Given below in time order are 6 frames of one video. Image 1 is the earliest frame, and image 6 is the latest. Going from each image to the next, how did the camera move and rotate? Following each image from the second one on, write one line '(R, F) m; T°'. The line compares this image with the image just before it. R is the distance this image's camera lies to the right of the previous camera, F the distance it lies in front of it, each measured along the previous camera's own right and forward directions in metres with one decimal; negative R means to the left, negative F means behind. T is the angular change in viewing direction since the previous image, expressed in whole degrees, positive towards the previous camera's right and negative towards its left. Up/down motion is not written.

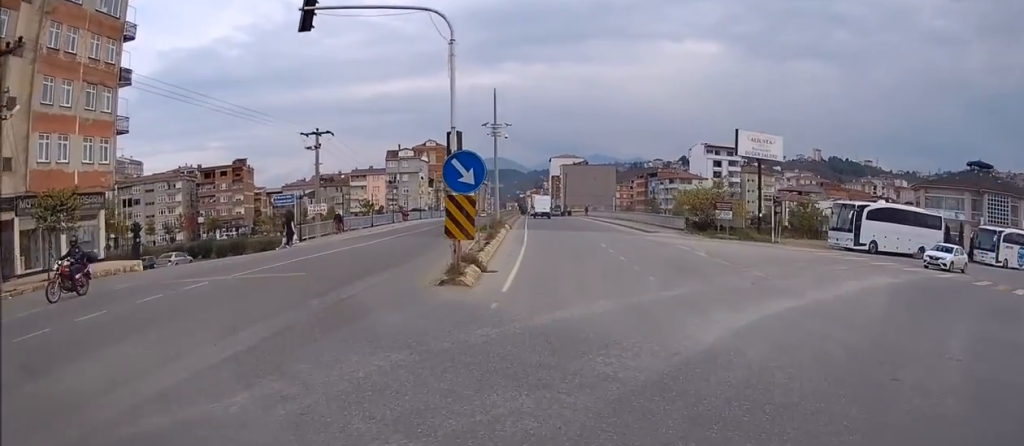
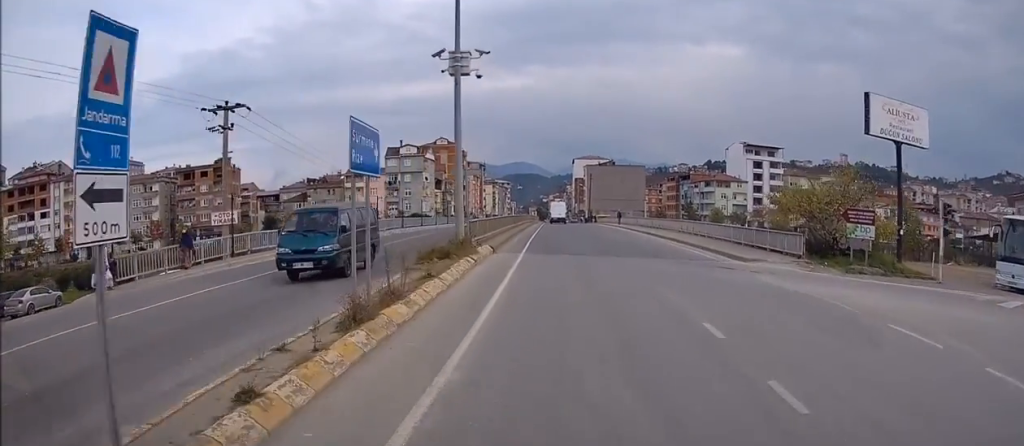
(-0.4, +19.6) m; -2°
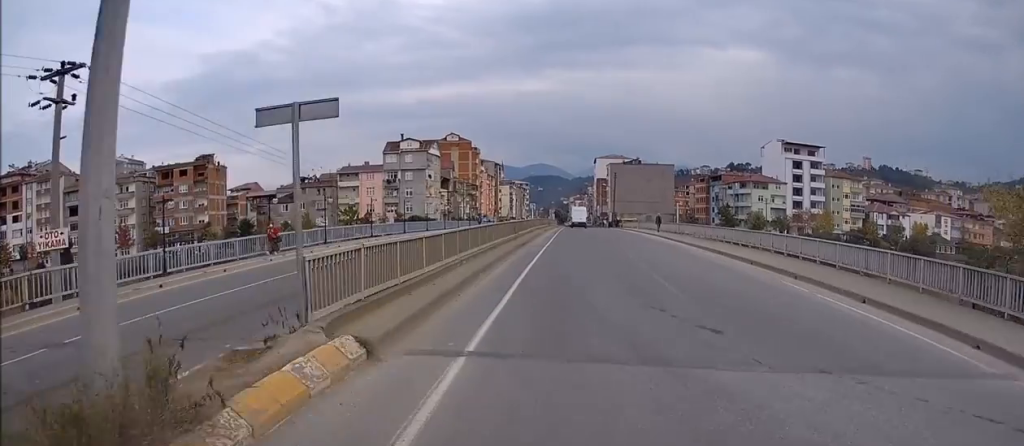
(-0.3, +16.1) m; -2°
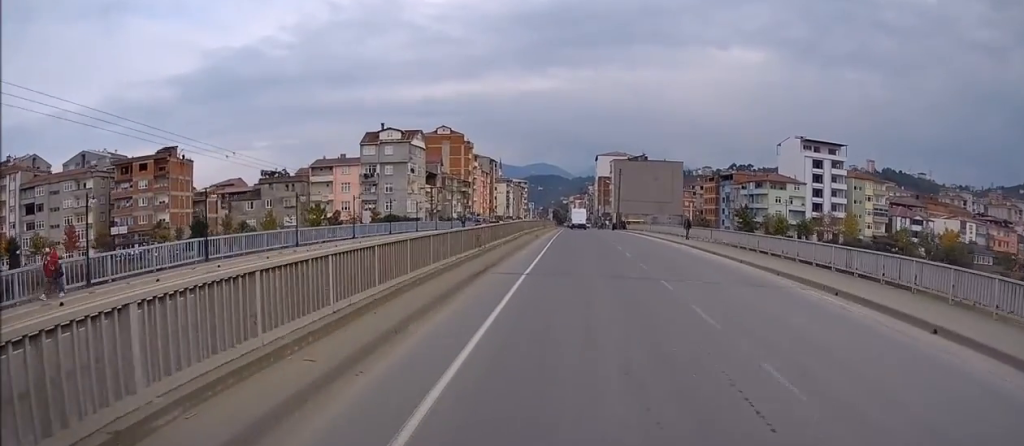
(-0.1, +13.5) m; 0°
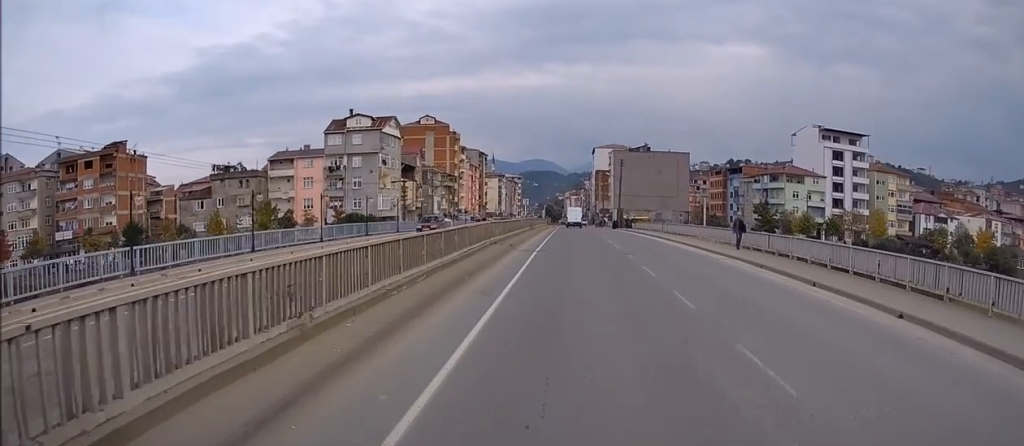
(0.0, +13.9) m; 0°
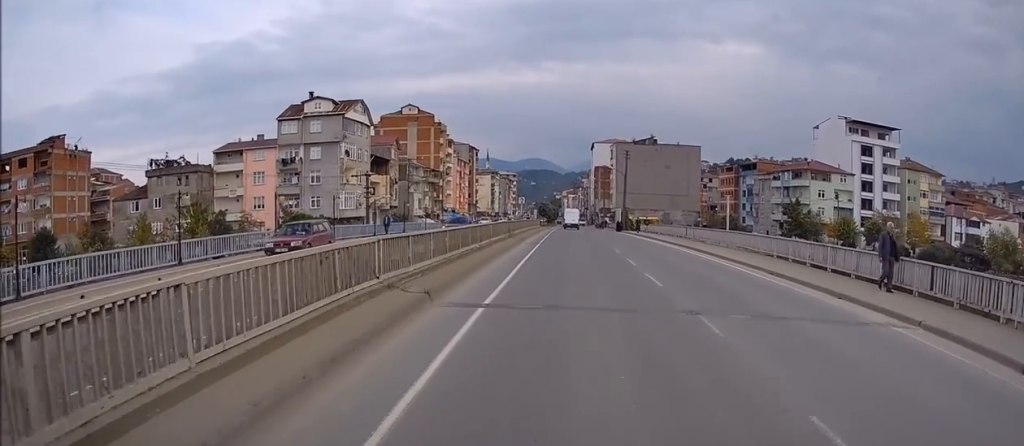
(0.0, +14.6) m; +1°
